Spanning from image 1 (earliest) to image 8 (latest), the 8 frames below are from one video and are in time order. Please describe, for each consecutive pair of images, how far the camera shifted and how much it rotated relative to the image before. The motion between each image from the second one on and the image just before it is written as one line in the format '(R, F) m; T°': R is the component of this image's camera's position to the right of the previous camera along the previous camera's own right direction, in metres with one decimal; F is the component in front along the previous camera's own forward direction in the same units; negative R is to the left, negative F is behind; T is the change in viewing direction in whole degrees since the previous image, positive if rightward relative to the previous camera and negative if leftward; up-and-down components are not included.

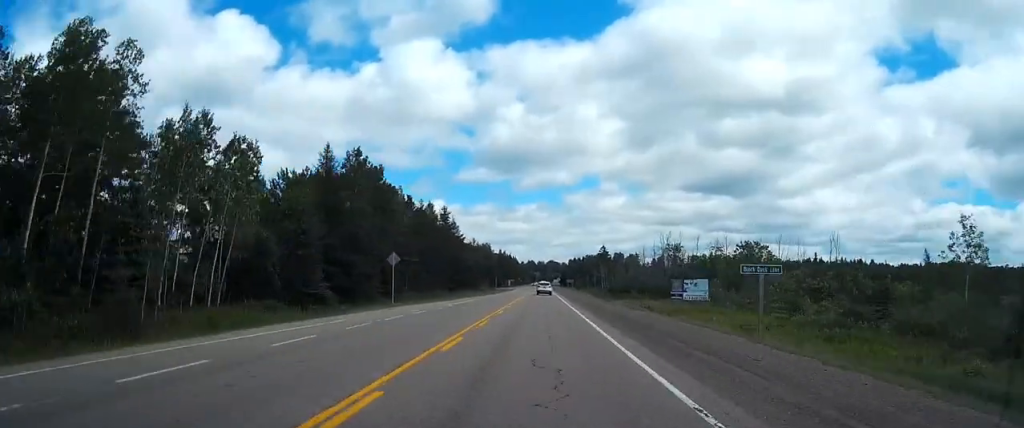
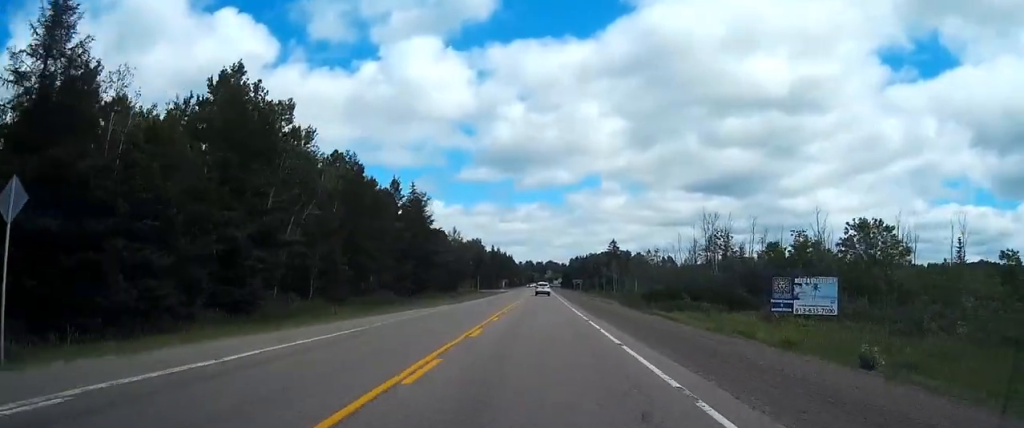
(-0.3, +40.1) m; -1°
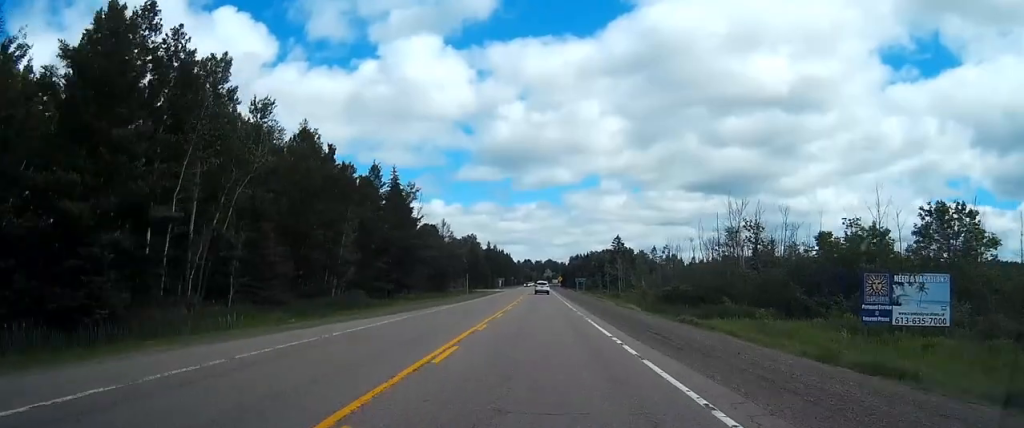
(0.0, +15.1) m; 0°
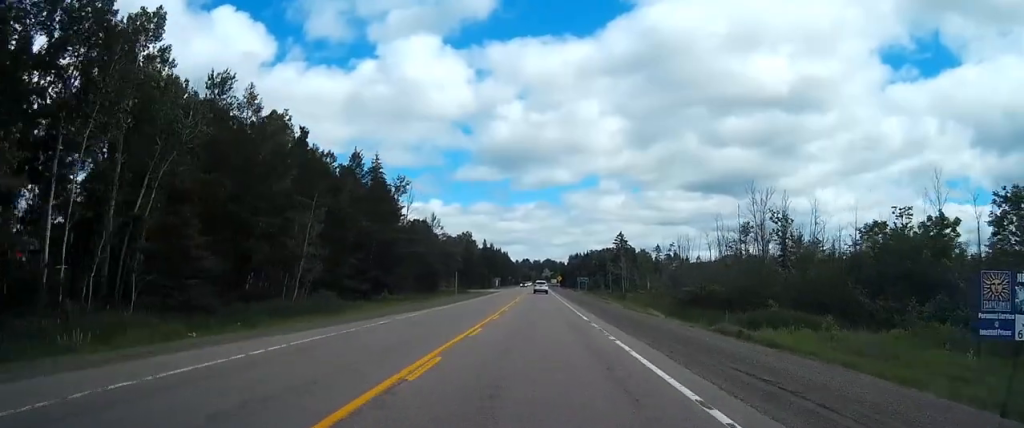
(+0.1, +10.9) m; 0°
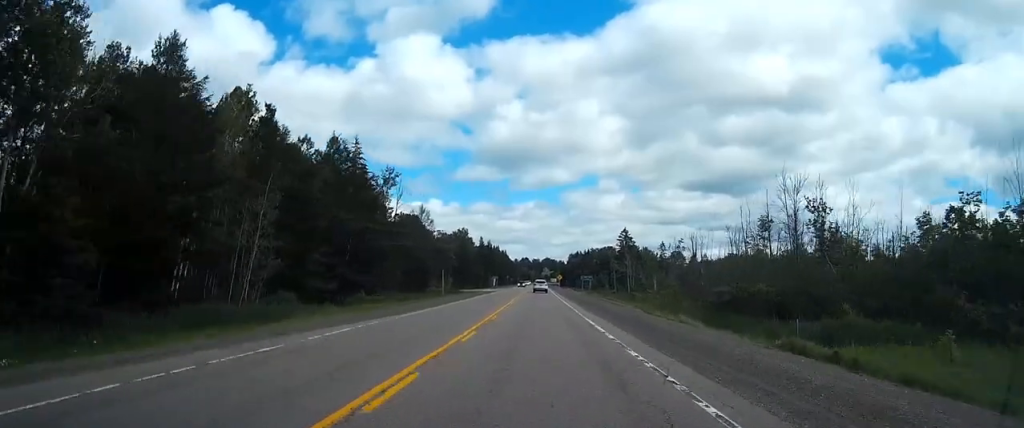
(-0.1, +10.8) m; 0°
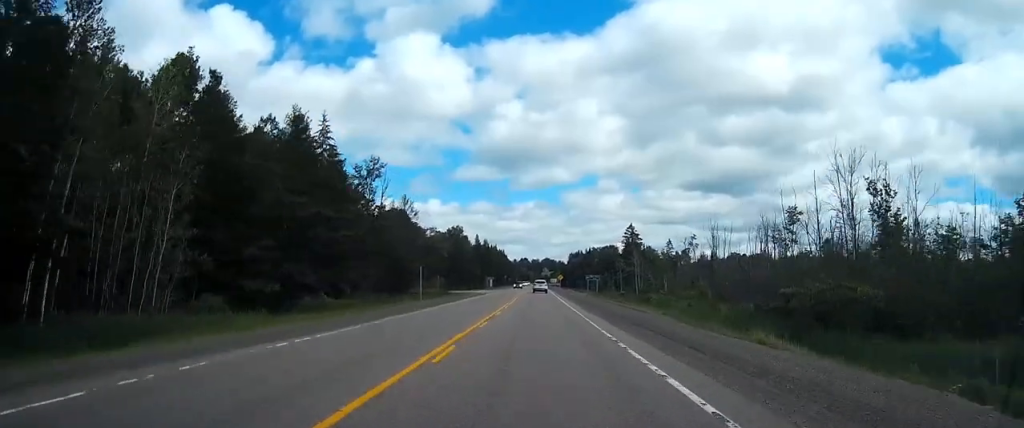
(-0.1, +13.3) m; 0°
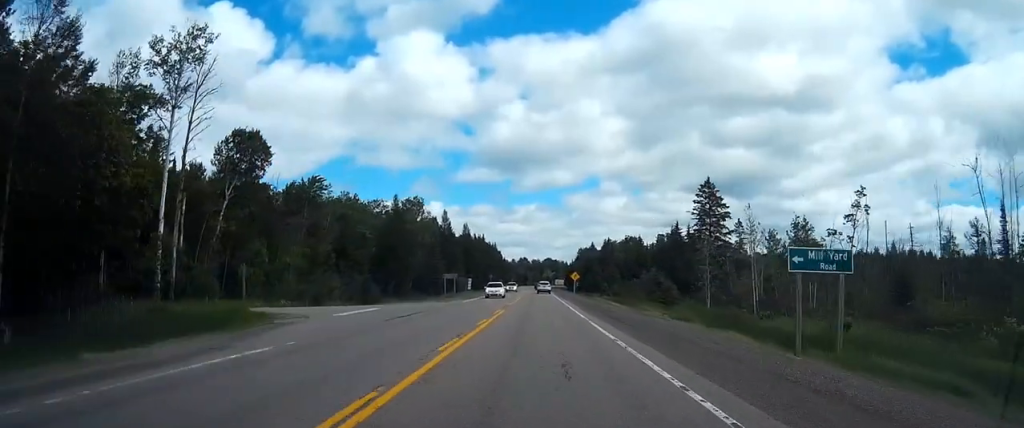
(+0.7, +75.8) m; +1°
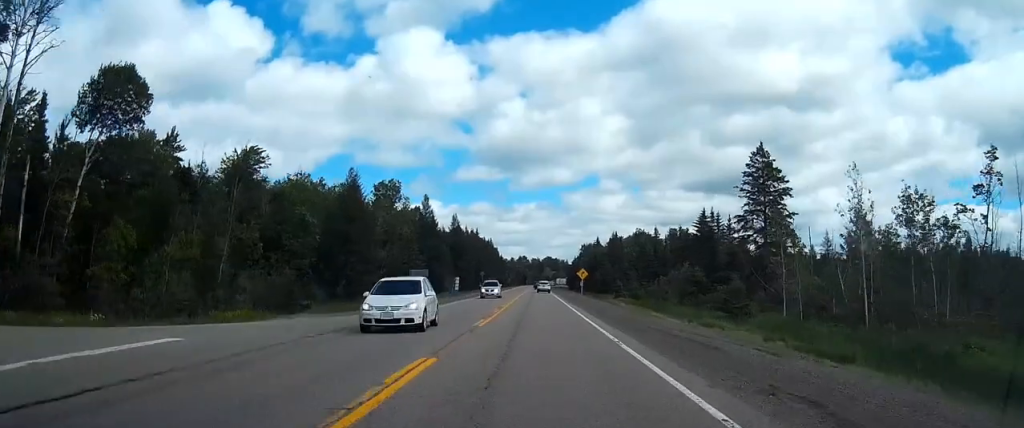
(+0.2, +23.7) m; +1°
